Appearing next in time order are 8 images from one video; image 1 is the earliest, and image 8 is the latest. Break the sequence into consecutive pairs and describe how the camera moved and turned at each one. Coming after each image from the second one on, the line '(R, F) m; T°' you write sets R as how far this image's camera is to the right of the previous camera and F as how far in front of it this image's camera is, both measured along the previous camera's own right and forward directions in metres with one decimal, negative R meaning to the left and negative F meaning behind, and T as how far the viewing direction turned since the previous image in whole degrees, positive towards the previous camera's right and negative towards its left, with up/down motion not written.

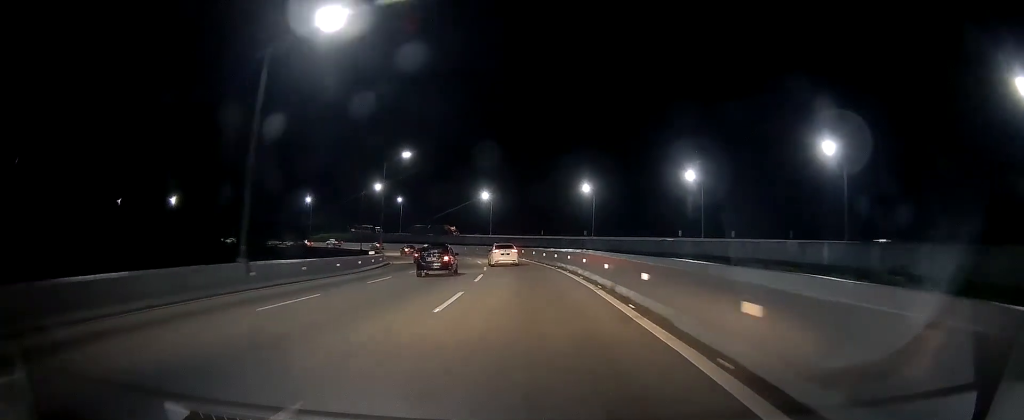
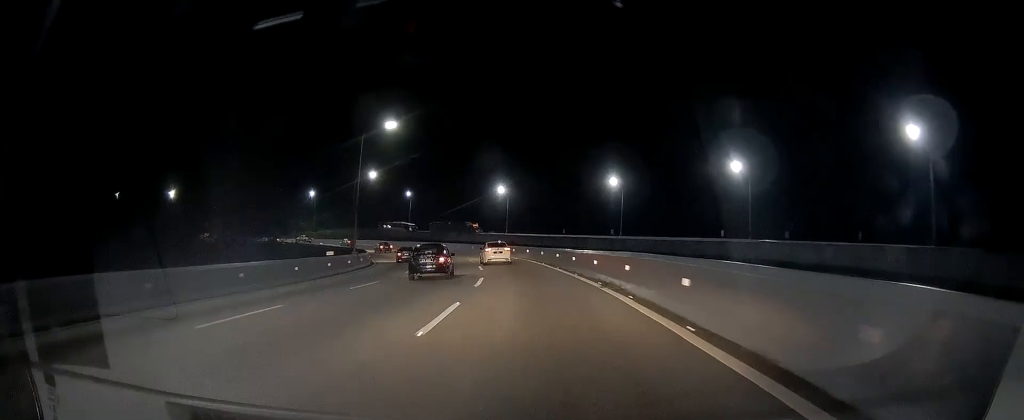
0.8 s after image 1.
(0.0, +13.8) m; -1°
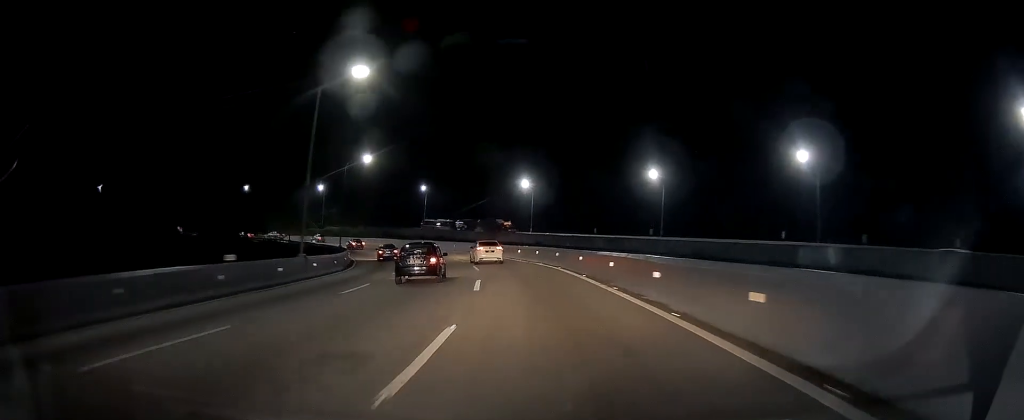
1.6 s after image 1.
(+0.2, +14.4) m; -2°
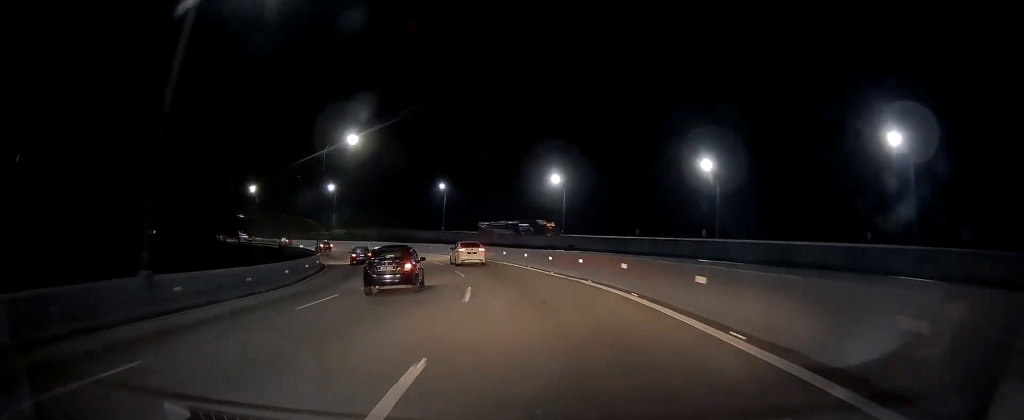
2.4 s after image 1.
(-0.6, +15.0) m; -5°
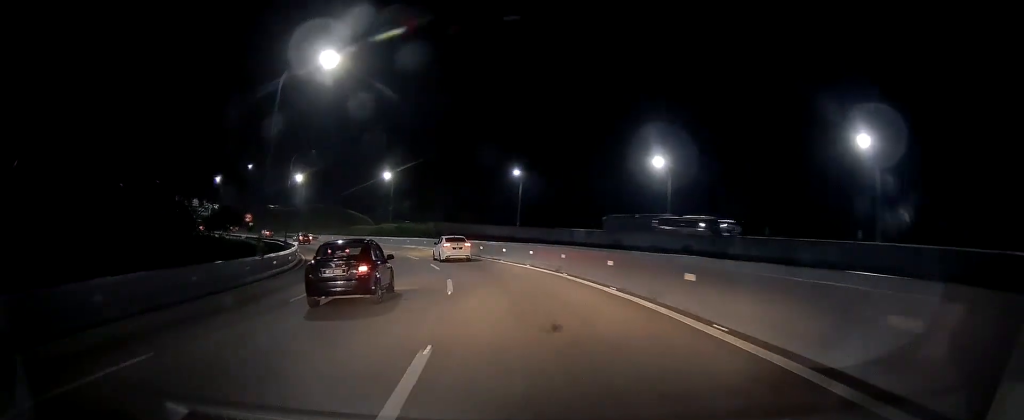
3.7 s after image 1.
(-1.5, +23.4) m; -6°
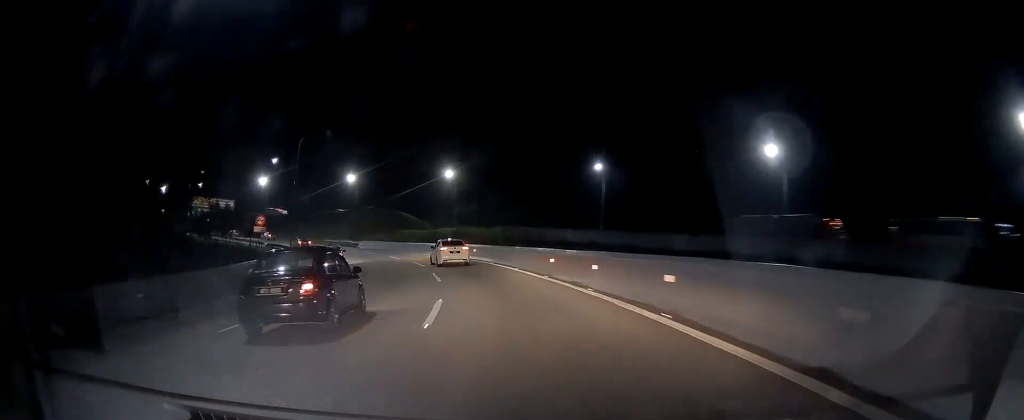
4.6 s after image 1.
(-0.4, +16.9) m; -5°
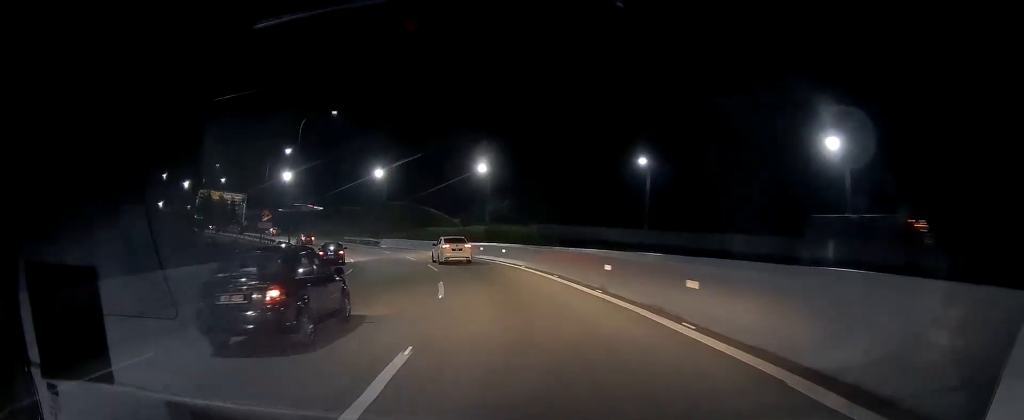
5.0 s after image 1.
(-0.2, +7.2) m; -4°
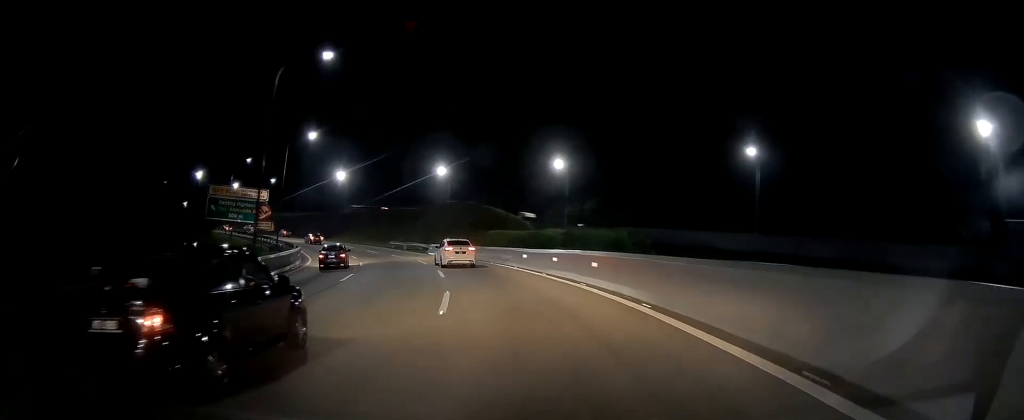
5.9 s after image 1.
(-1.2, +15.5) m; -8°
